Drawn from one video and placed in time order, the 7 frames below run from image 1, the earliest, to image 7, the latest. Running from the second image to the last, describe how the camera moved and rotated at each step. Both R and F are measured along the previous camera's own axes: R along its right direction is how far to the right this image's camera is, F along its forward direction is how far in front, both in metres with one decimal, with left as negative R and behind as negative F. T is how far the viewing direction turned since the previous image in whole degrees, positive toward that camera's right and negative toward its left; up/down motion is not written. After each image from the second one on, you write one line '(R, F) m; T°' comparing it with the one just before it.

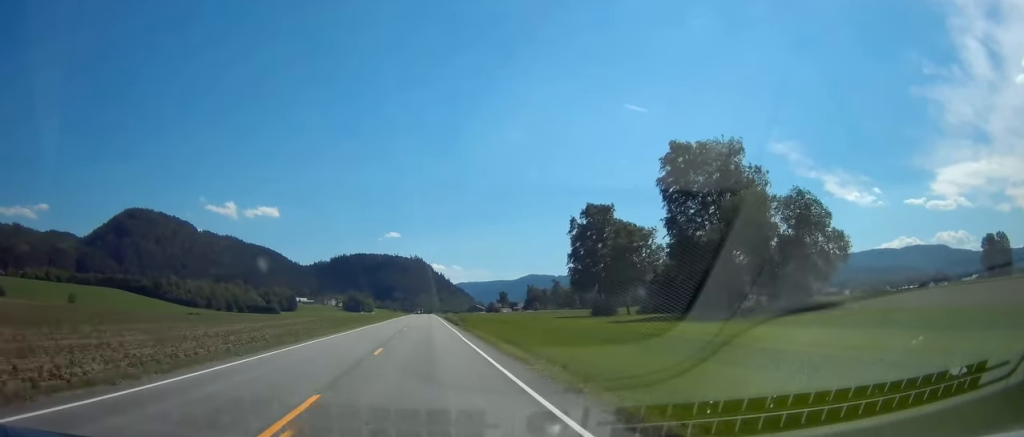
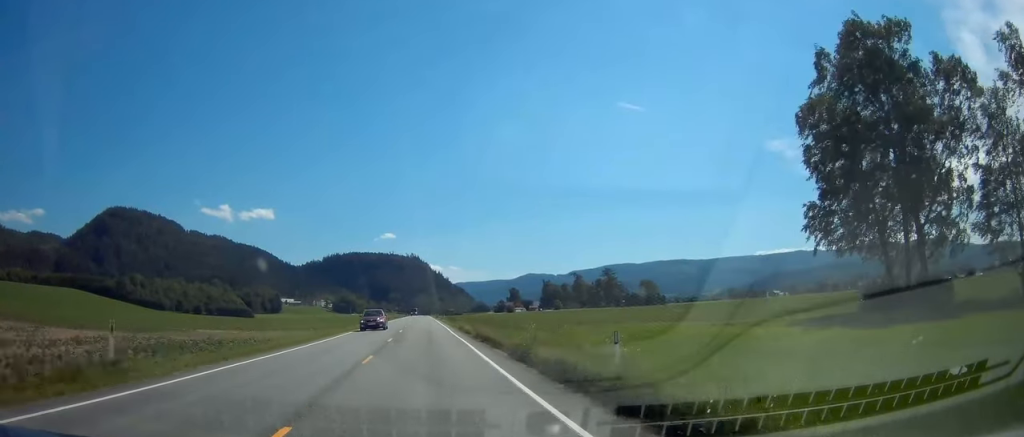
(-0.2, +85.3) m; 0°
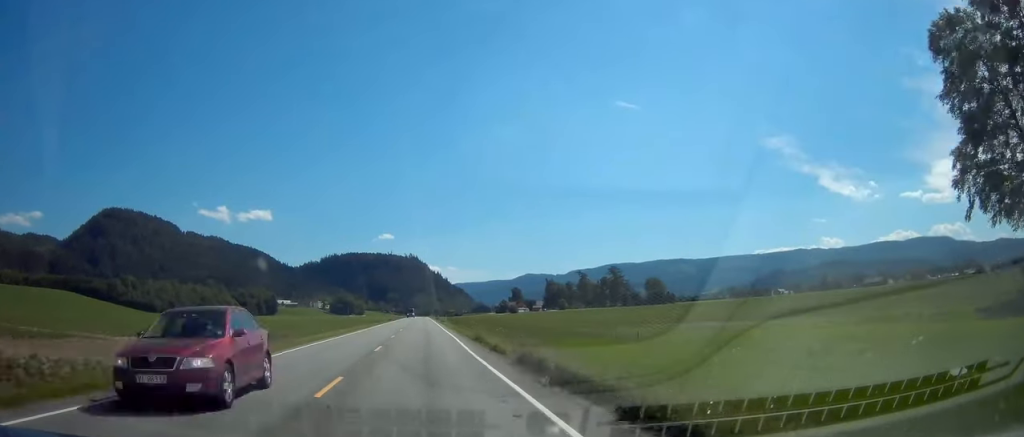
(-0.2, +16.7) m; 0°
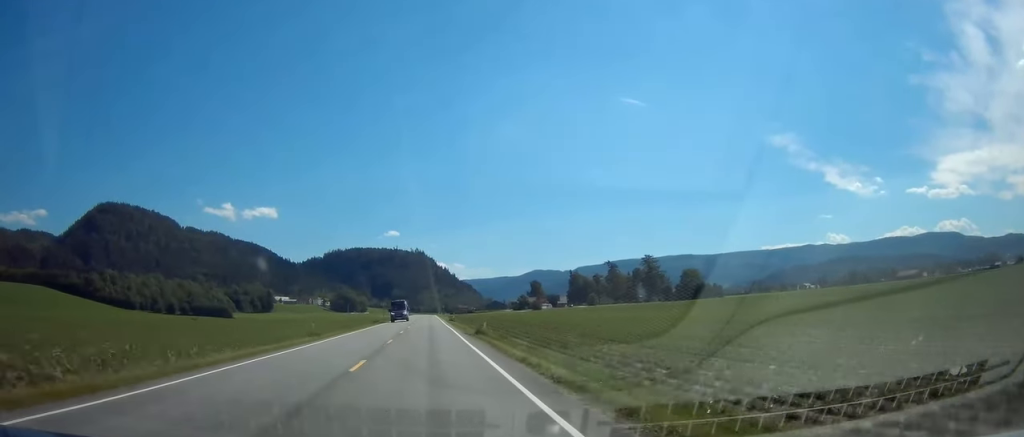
(-0.4, +50.8) m; -2°
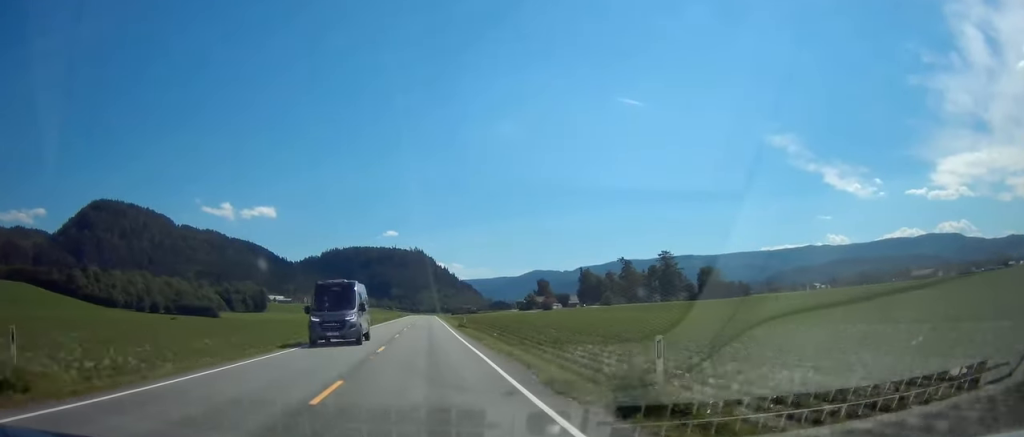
(-0.4, +27.7) m; 0°
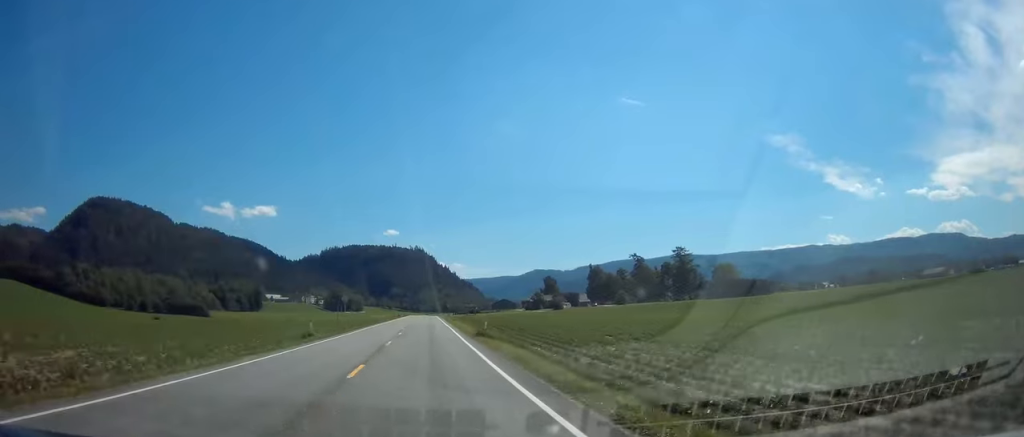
(+0.1, +19.4) m; +1°
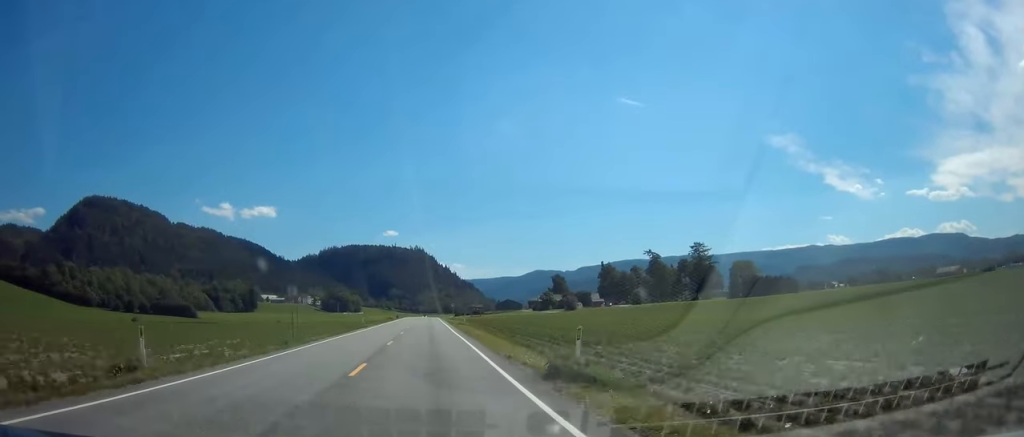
(+0.3, +23.0) m; 0°
